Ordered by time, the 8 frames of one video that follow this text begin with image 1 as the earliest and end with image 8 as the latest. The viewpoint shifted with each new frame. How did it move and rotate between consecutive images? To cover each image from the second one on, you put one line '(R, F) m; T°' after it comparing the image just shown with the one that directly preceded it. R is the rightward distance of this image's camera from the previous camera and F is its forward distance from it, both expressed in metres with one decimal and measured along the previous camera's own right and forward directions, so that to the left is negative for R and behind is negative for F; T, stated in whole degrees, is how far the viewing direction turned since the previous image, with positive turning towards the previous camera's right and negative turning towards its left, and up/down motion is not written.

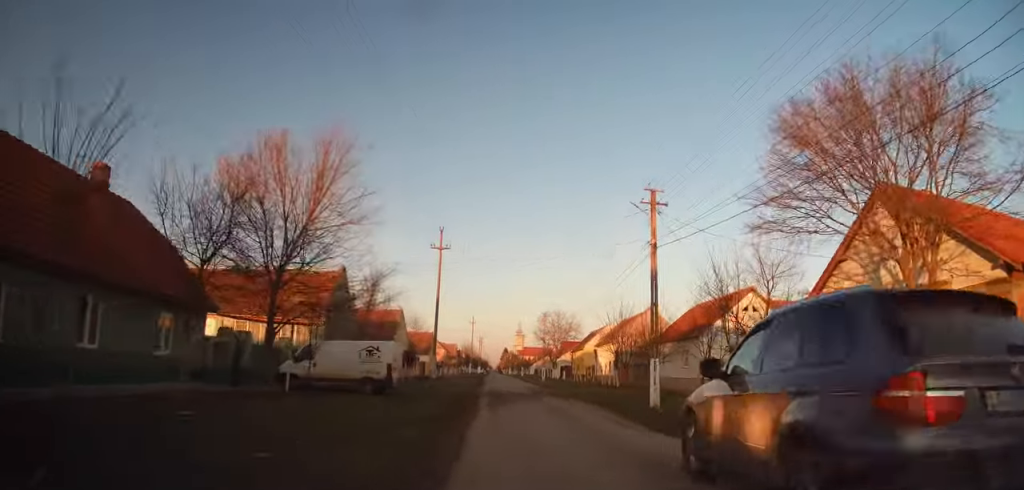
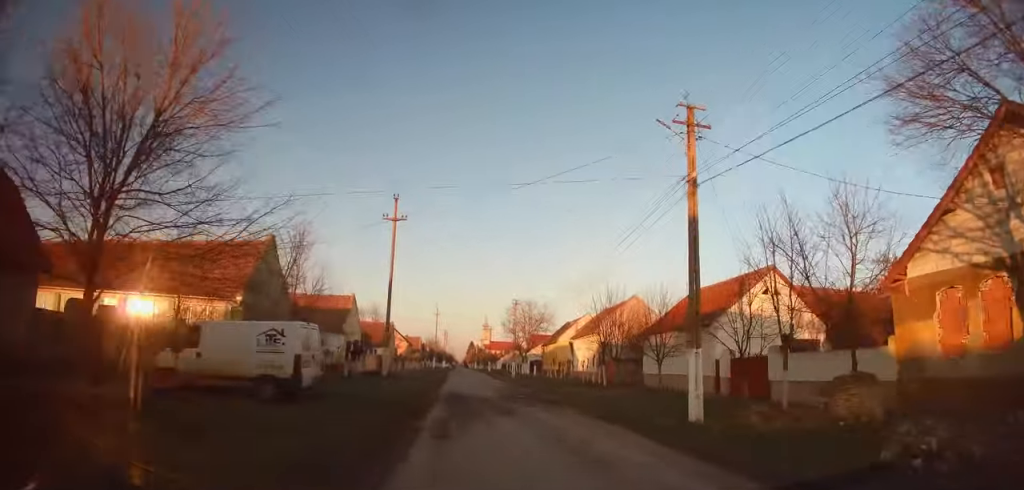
(+0.2, +6.5) m; +2°
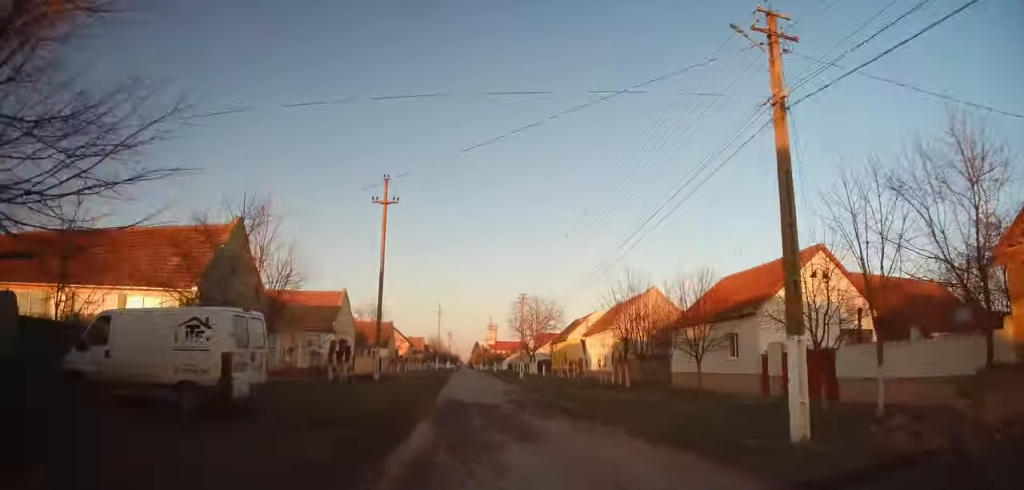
(0.0, +4.1) m; 0°
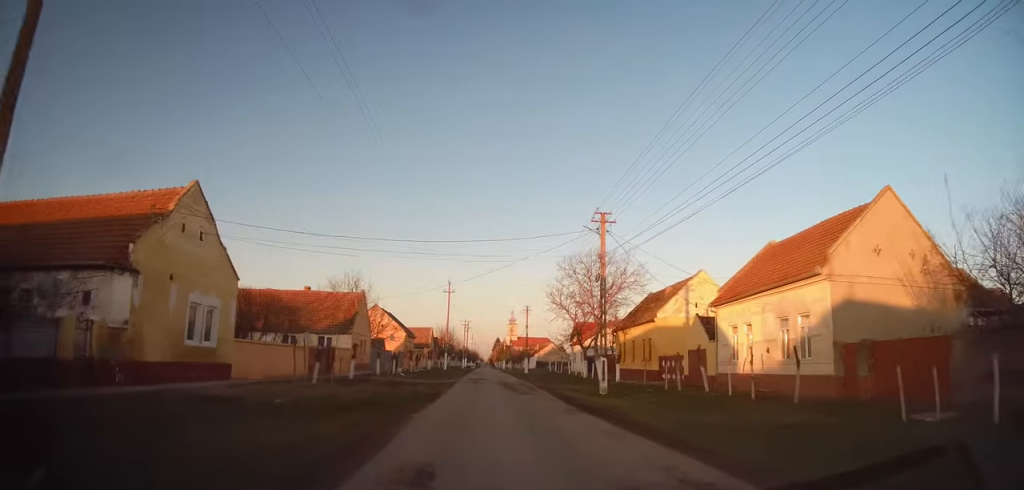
(+0.2, +26.2) m; +2°
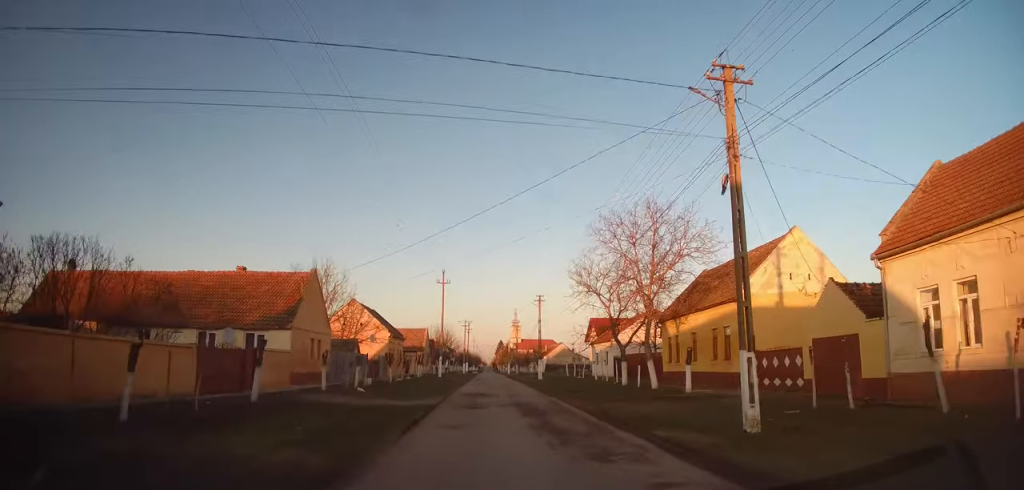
(+0.1, +12.8) m; -1°
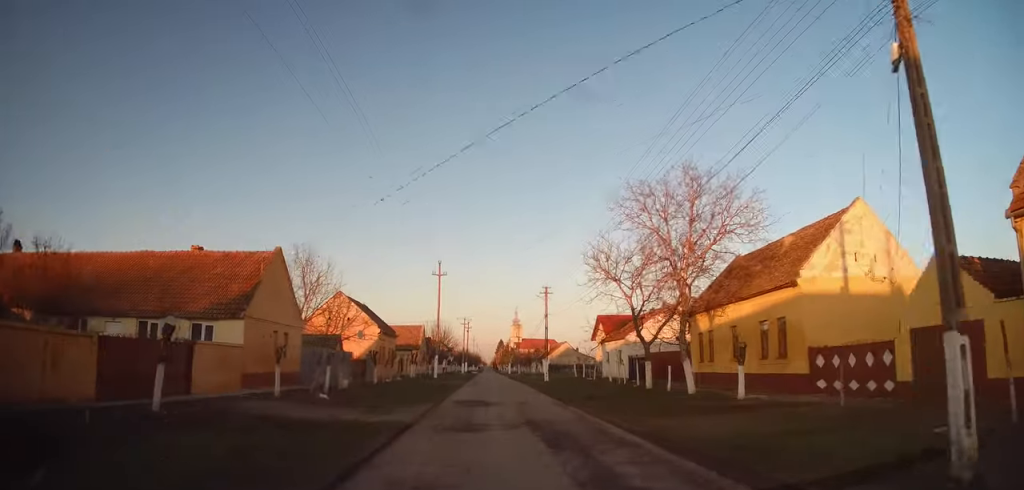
(-0.1, +5.4) m; -1°
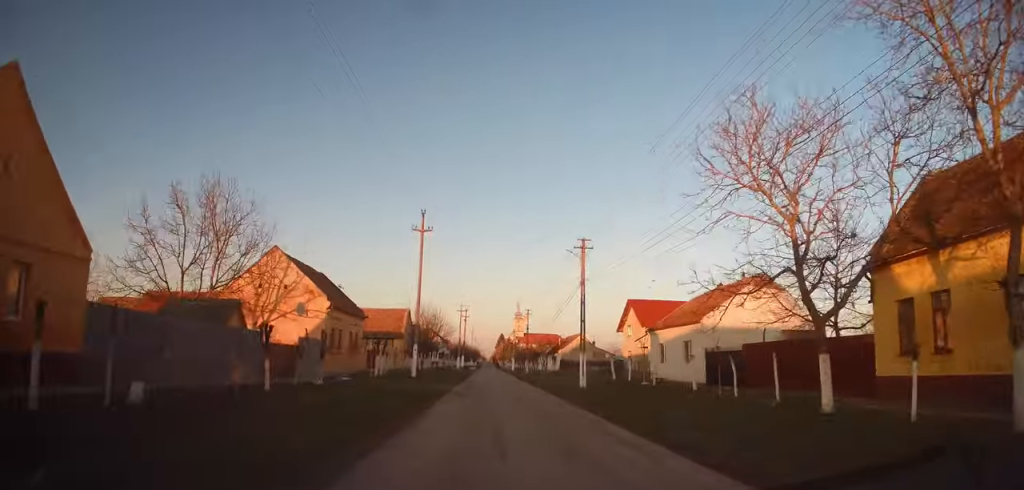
(-0.1, +16.6) m; 0°
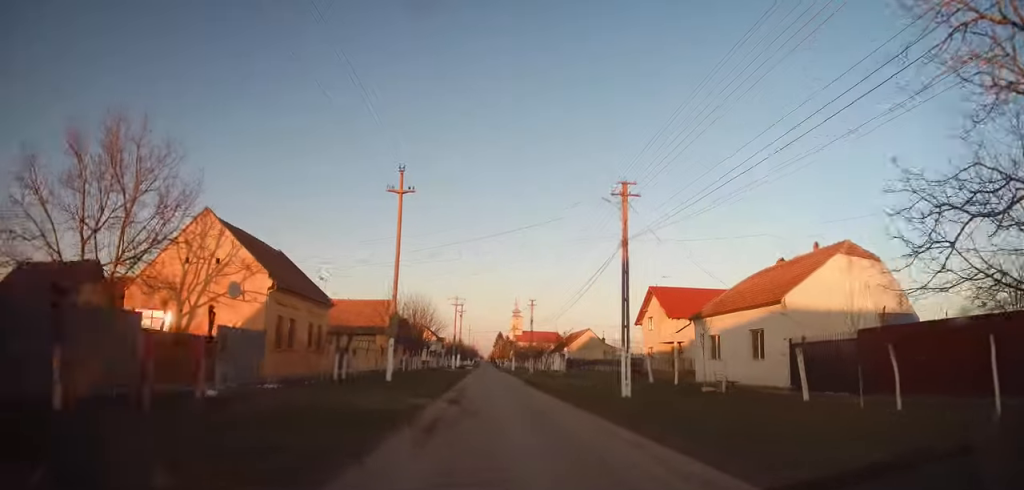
(0.0, +9.4) m; 0°
